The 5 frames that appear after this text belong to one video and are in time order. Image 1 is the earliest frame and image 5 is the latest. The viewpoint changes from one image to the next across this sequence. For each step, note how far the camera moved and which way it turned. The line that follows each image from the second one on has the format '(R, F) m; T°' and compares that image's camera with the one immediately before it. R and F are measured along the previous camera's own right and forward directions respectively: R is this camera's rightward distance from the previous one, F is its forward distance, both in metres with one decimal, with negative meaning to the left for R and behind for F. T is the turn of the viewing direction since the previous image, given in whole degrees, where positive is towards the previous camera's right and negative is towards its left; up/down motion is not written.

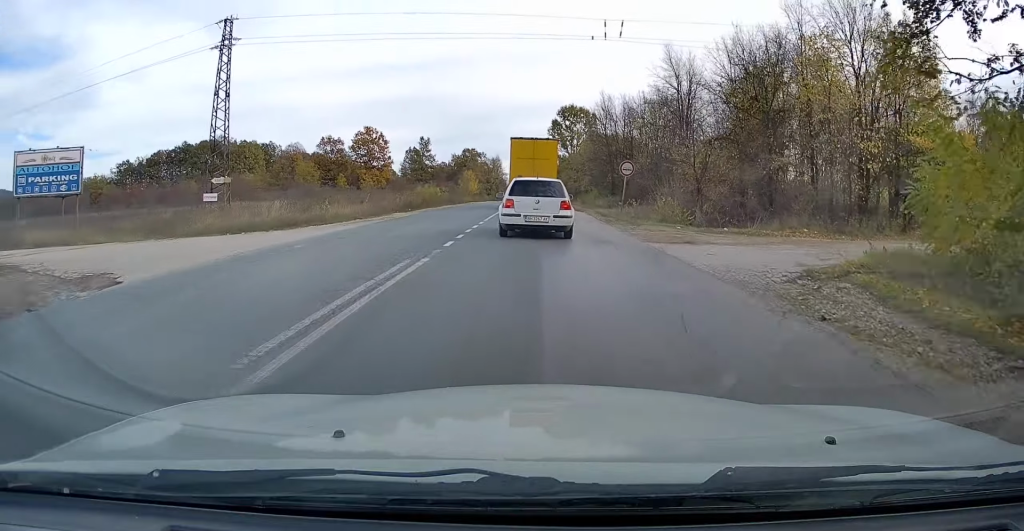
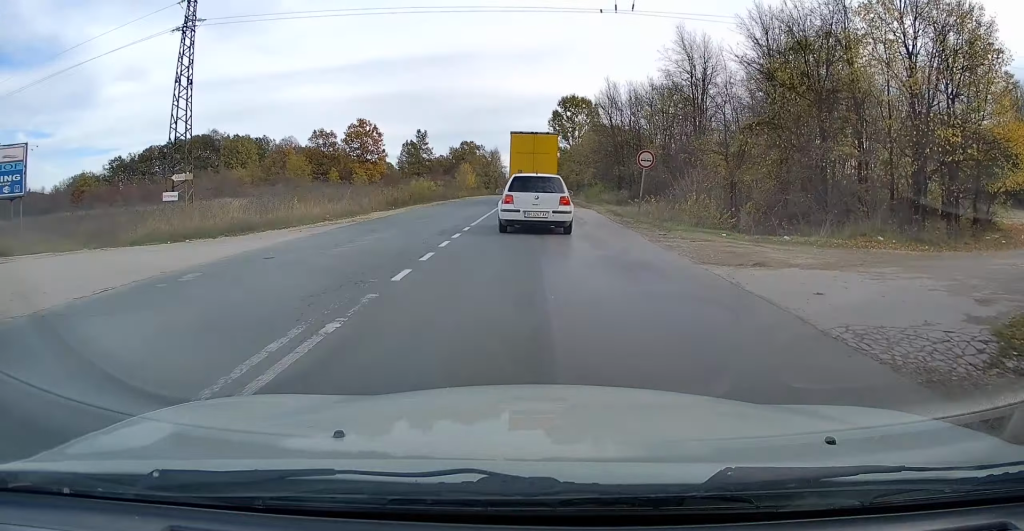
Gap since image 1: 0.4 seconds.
(-0.1, +5.1) m; 0°
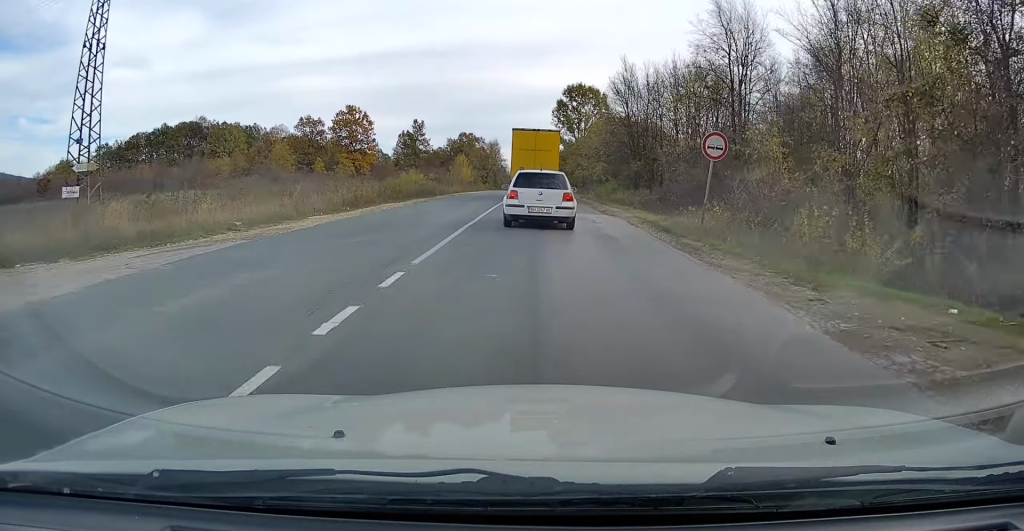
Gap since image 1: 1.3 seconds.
(0.0, +9.4) m; 0°
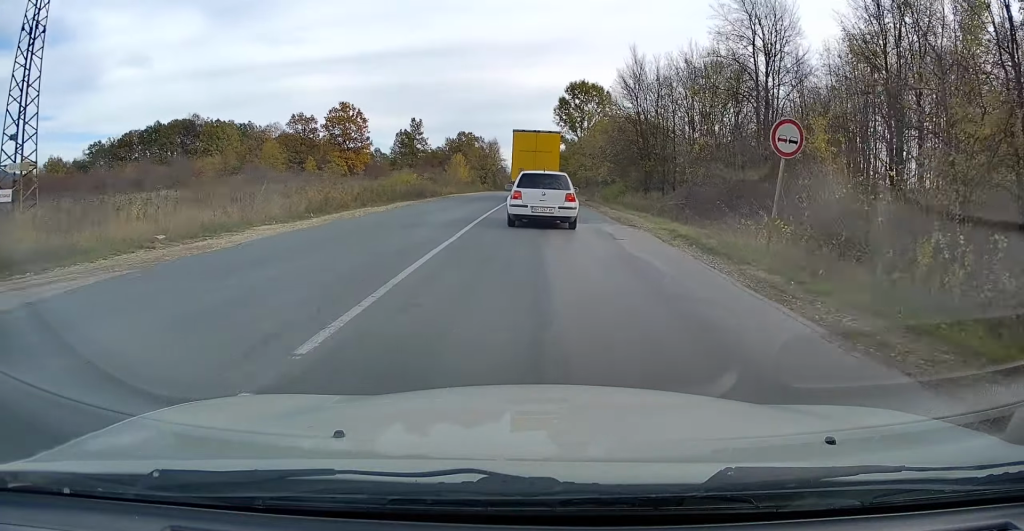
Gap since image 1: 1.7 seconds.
(+0.1, +4.8) m; 0°
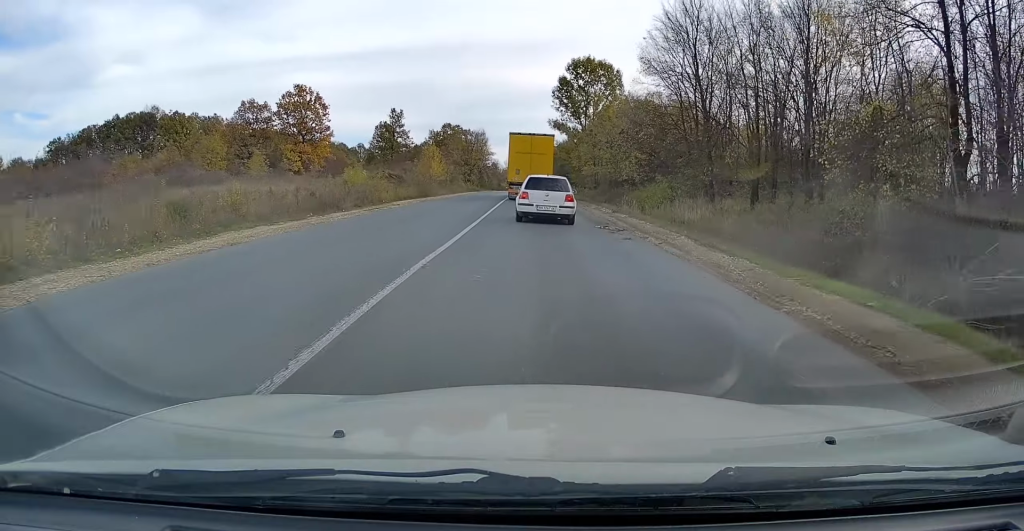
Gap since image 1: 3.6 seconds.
(0.0, +19.0) m; +1°
